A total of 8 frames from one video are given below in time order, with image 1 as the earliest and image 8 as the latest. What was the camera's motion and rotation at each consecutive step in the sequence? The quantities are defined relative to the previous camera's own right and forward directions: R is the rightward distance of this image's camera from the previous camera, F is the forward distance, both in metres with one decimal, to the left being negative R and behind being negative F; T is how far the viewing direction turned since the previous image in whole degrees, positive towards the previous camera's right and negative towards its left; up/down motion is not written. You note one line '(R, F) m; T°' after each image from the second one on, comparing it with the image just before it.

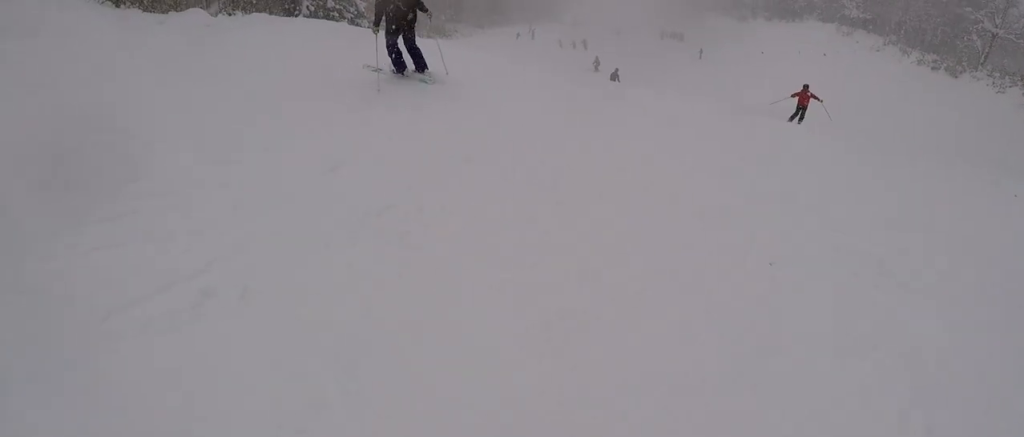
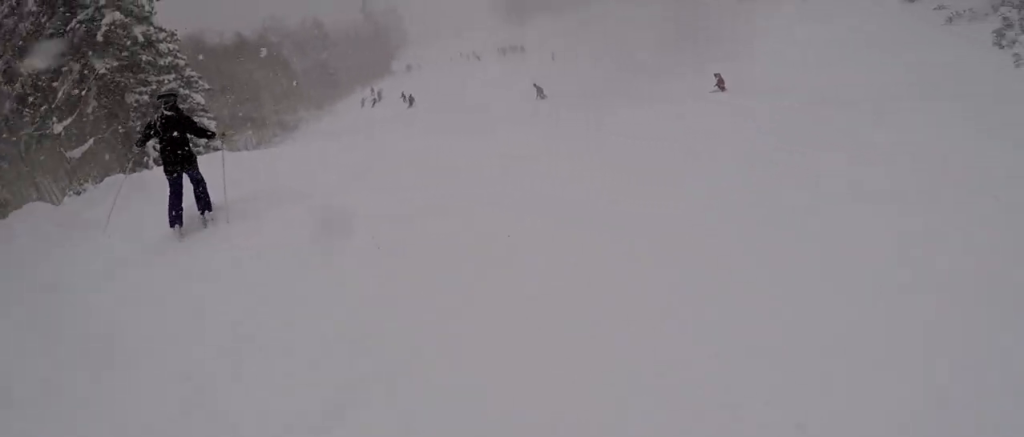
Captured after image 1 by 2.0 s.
(-0.3, +5.3) m; +27°
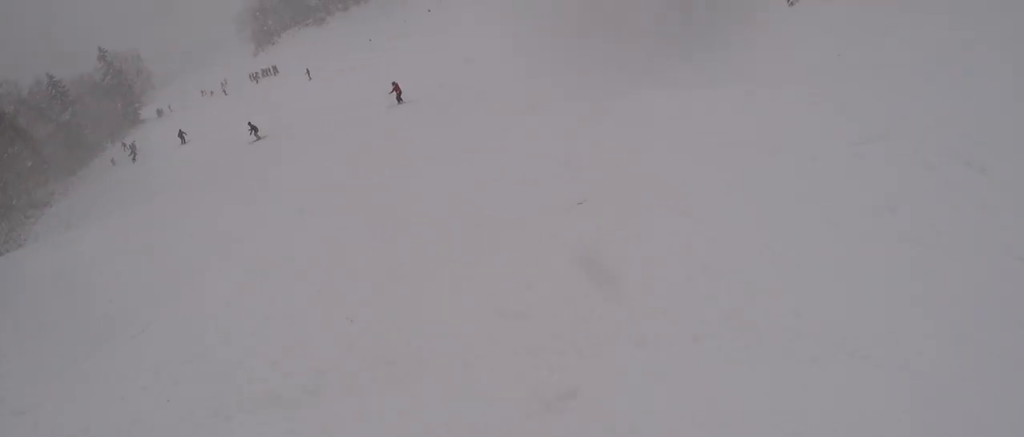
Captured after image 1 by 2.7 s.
(+0.2, +2.3) m; +31°
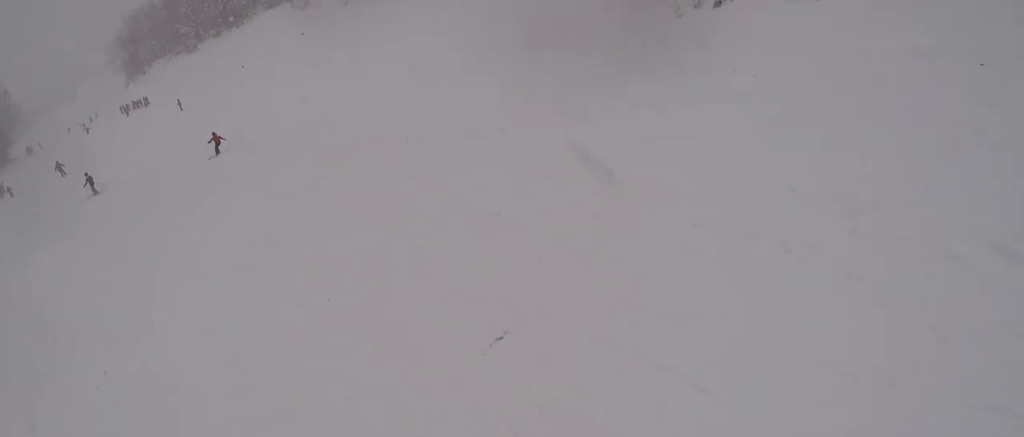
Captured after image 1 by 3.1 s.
(+0.6, +1.5) m; +18°
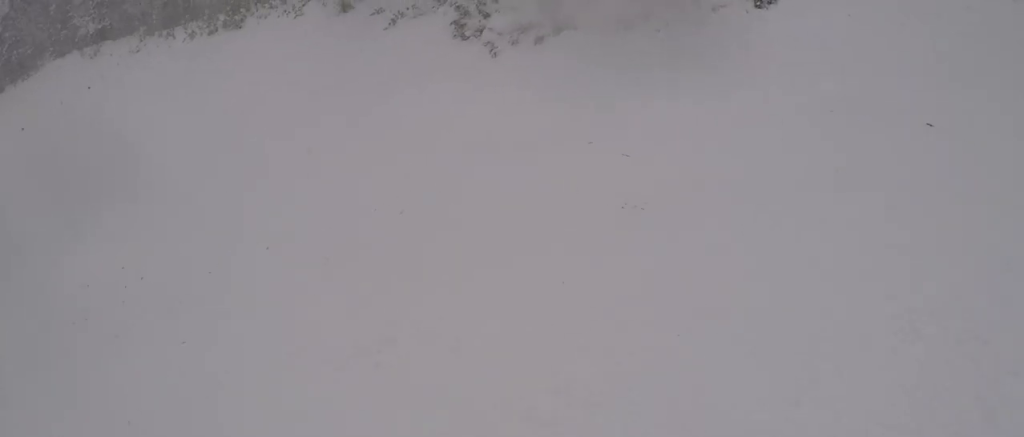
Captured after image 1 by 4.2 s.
(+2.0, +4.4) m; +24°
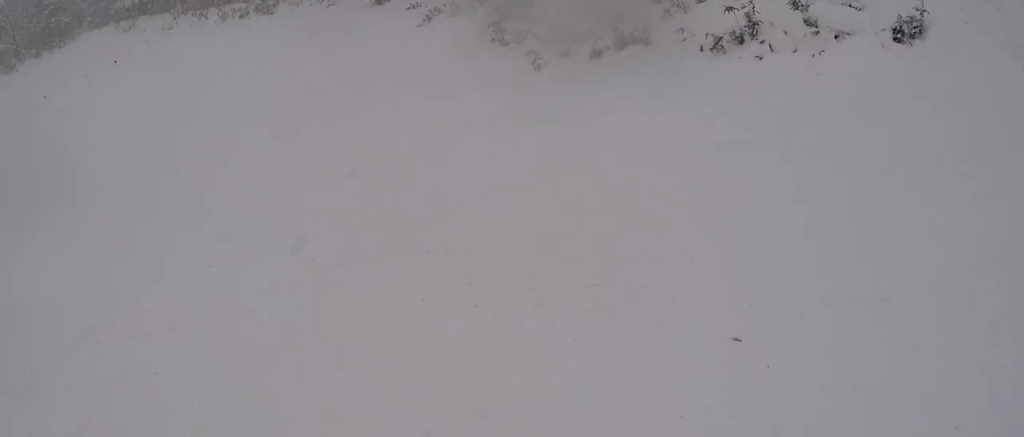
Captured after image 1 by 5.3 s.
(-0.3, +5.4) m; -13°
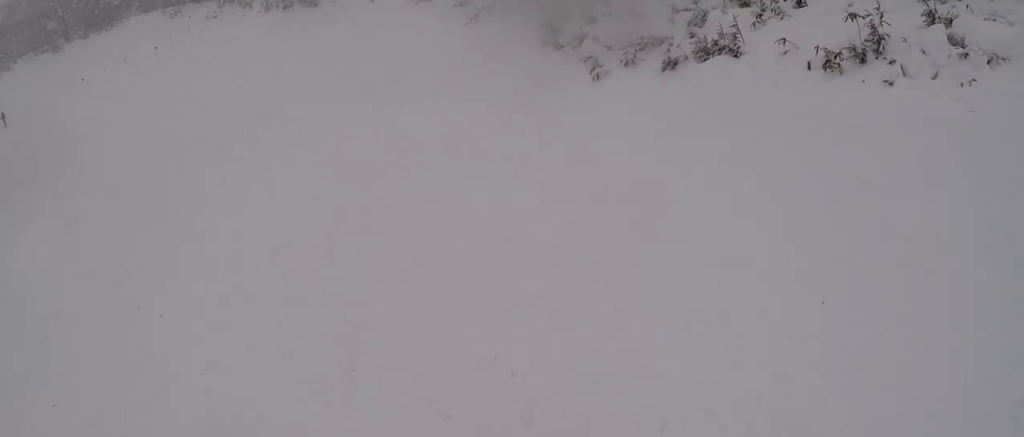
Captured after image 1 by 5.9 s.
(-0.4, +3.6) m; -13°
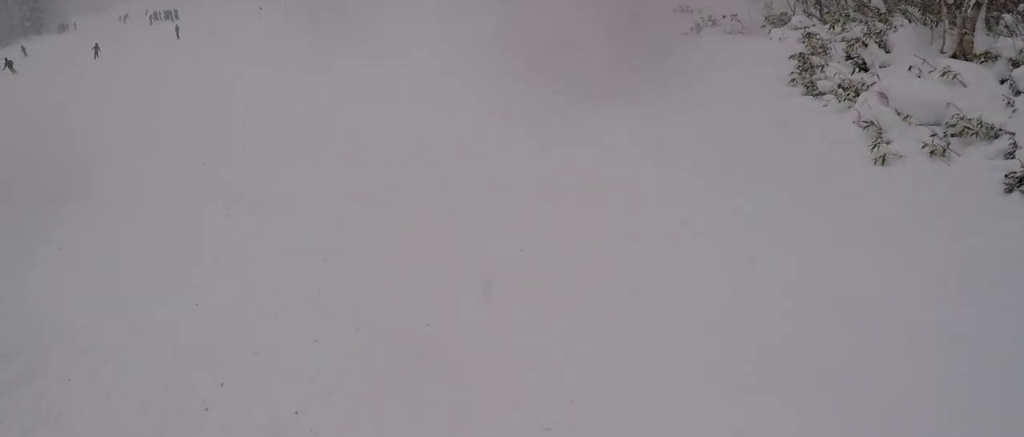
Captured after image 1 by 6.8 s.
(-0.3, +5.8) m; -24°
